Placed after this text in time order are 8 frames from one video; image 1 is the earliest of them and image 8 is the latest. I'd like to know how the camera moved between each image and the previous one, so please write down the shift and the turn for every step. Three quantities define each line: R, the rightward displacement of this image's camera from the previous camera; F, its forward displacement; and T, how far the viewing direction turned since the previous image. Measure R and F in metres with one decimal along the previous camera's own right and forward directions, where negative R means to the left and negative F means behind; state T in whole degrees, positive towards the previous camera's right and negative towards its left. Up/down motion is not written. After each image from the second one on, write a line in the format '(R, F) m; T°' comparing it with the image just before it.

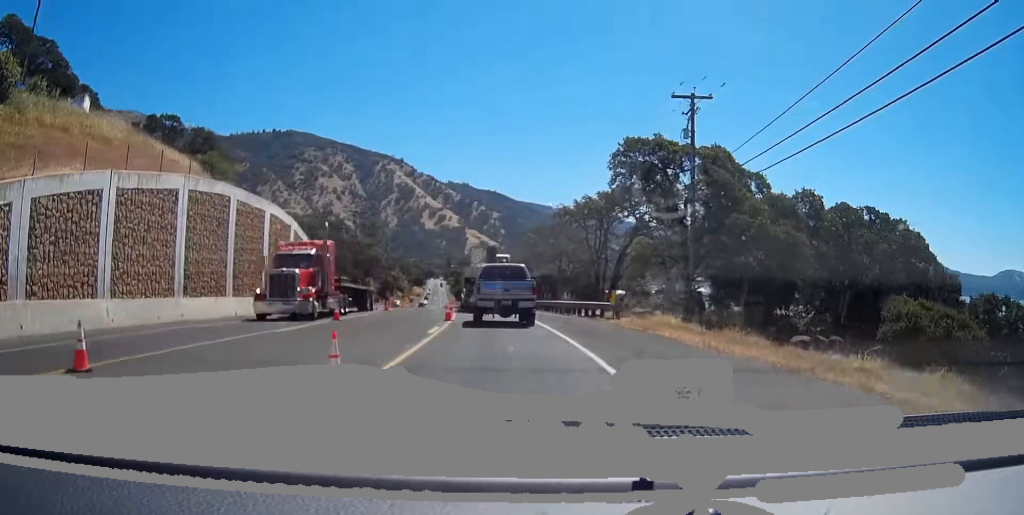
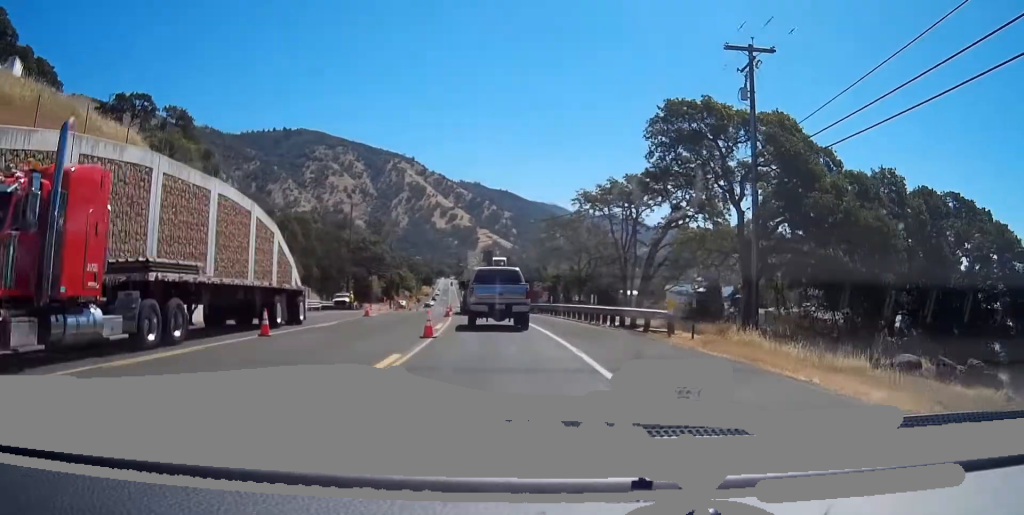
(-0.1, +9.4) m; -1°
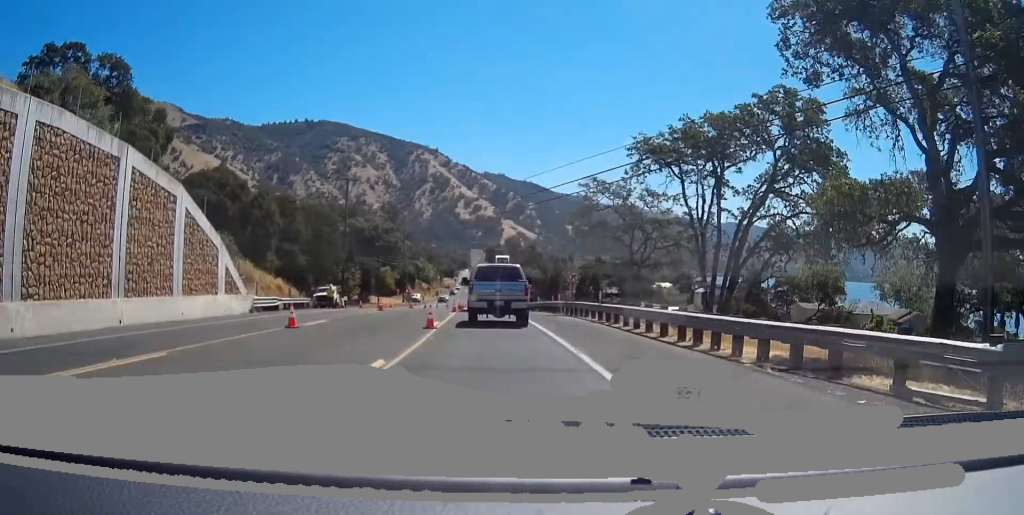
(-0.2, +16.5) m; -1°
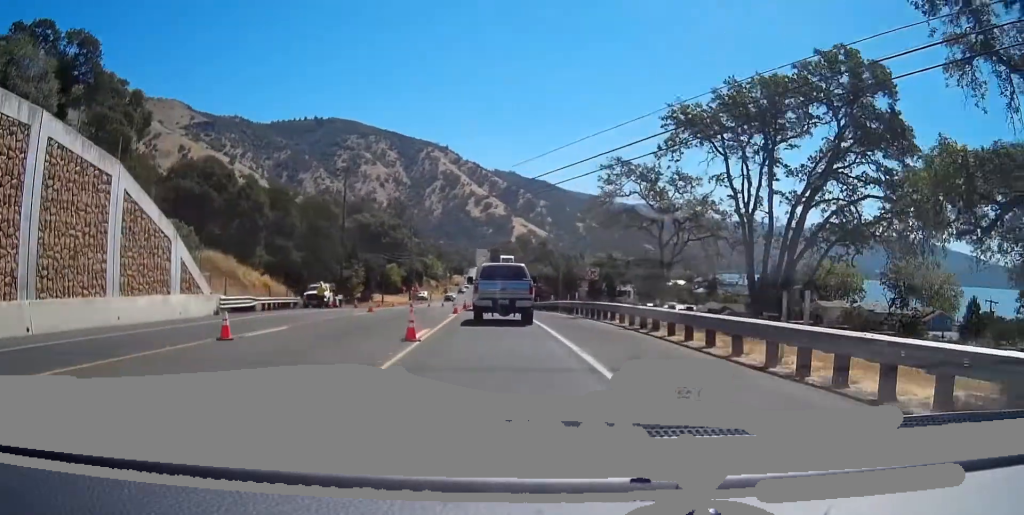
(-0.1, +6.1) m; 0°
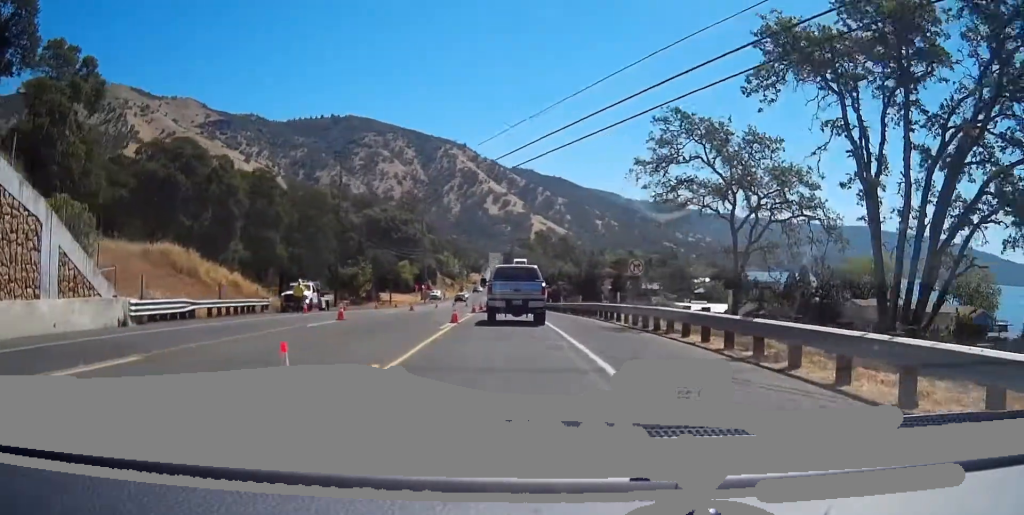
(+0.1, +10.2) m; 0°
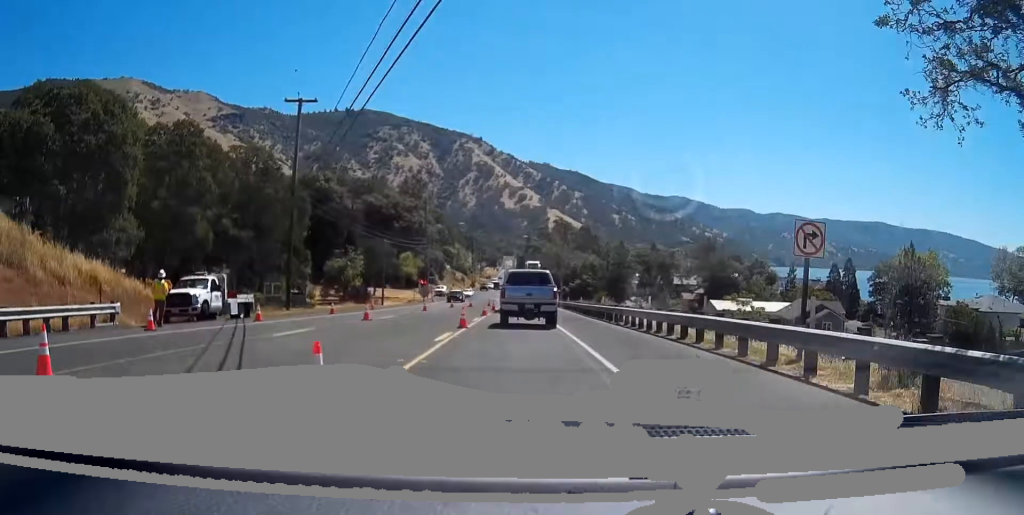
(-0.1, +19.2) m; -1°
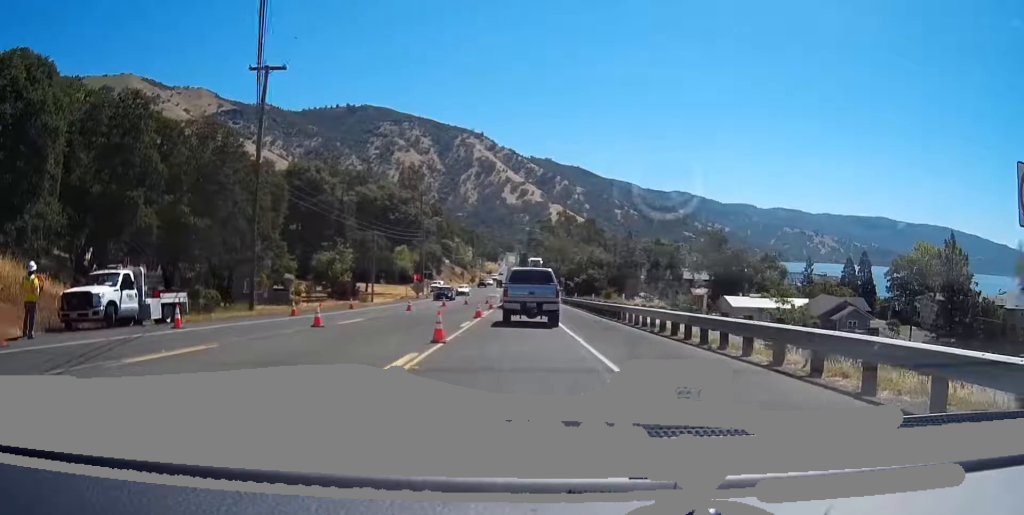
(0.0, +7.6) m; 0°
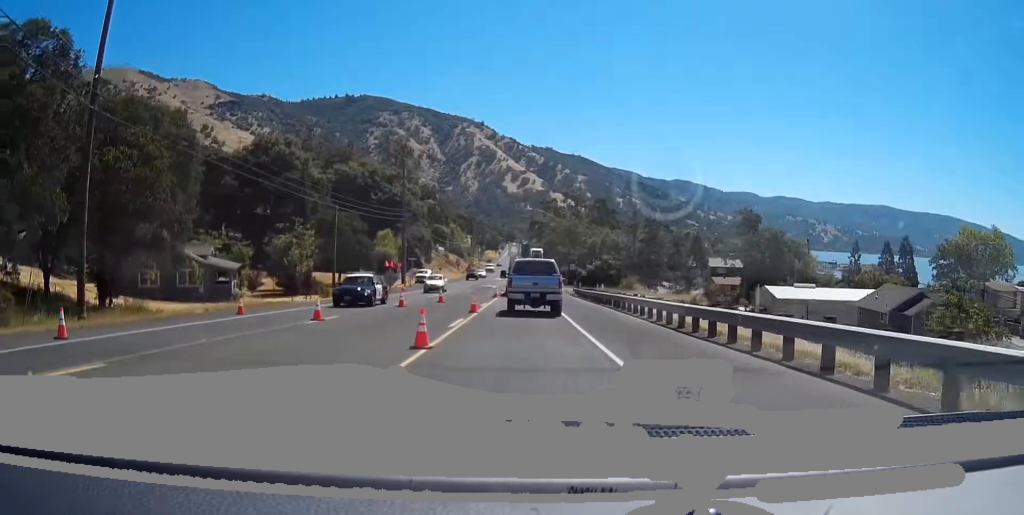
(-0.2, +18.3) m; -1°
